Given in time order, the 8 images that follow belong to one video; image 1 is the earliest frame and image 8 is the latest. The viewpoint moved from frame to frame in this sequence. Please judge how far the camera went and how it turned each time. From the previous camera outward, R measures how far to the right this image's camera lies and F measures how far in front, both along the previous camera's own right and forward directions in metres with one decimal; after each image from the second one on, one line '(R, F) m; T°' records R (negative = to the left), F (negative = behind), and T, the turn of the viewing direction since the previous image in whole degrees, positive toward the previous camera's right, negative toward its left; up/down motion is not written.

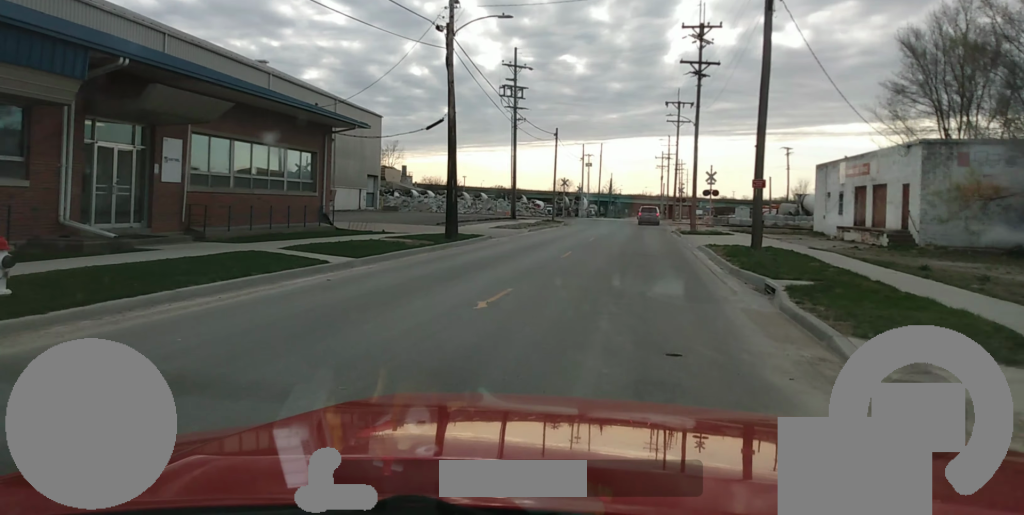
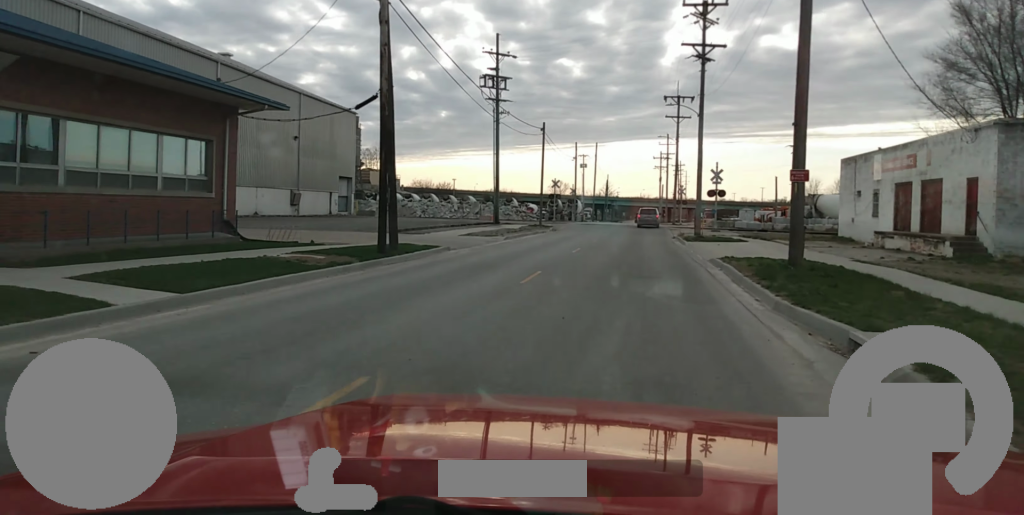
(0.0, +7.2) m; +1°
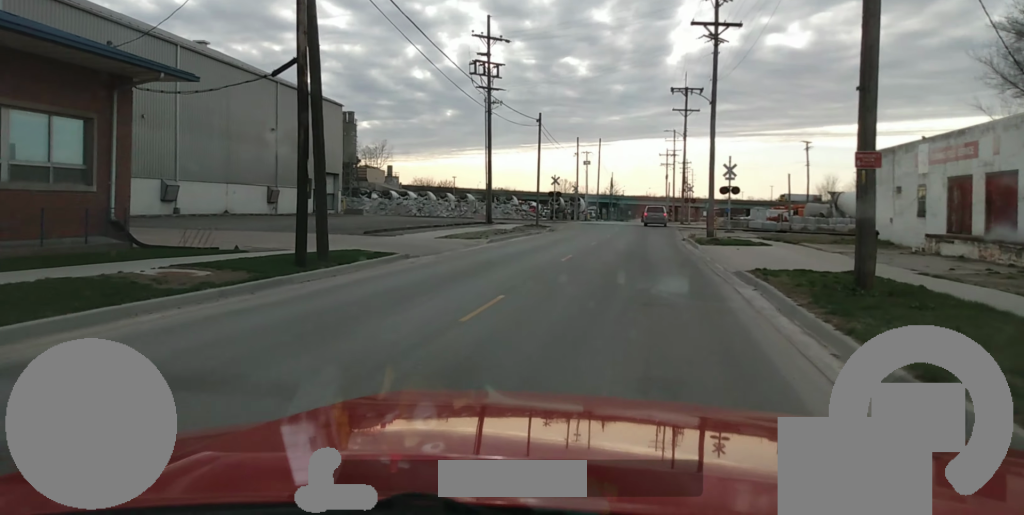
(0.0, +5.9) m; +1°
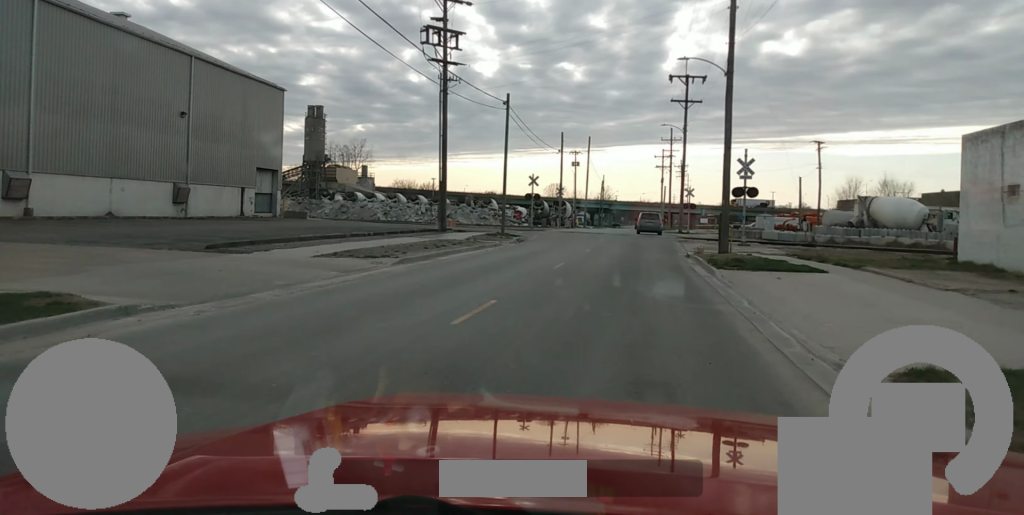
(+0.2, +12.5) m; +2°
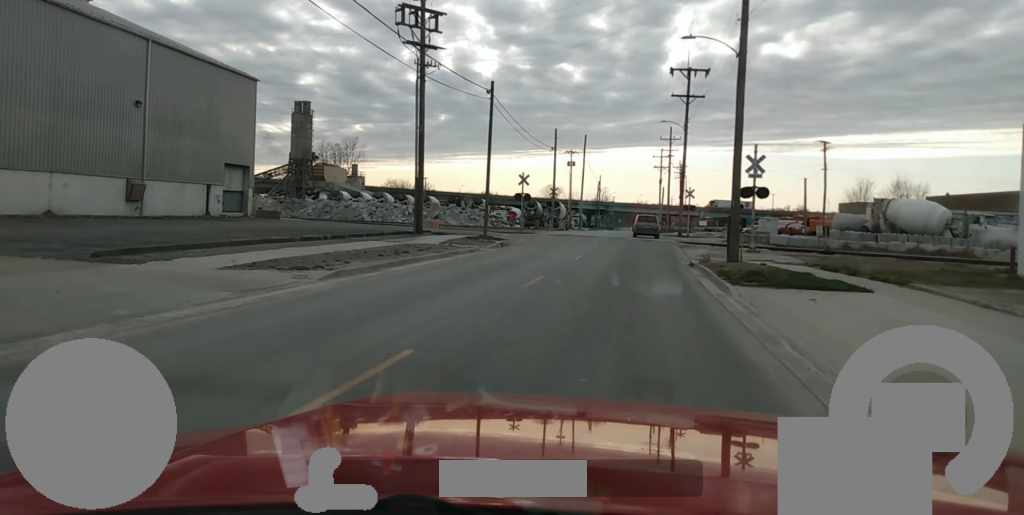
(+0.1, +4.9) m; 0°
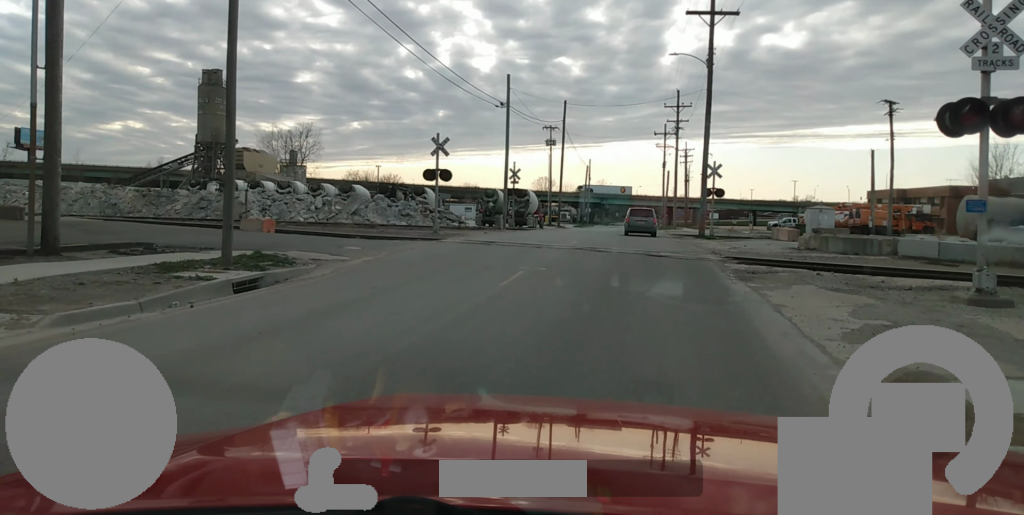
(+0.2, +27.4) m; 0°
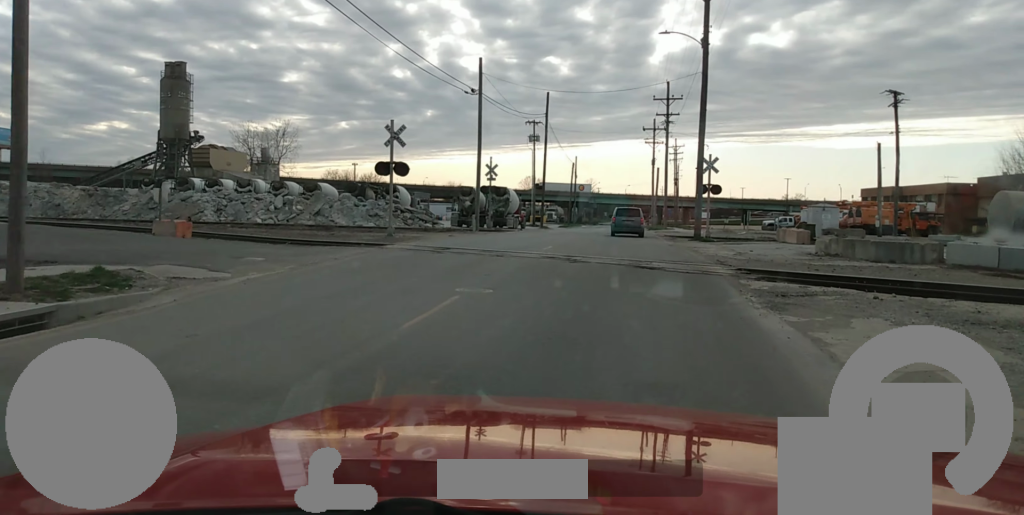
(0.0, +5.5) m; 0°
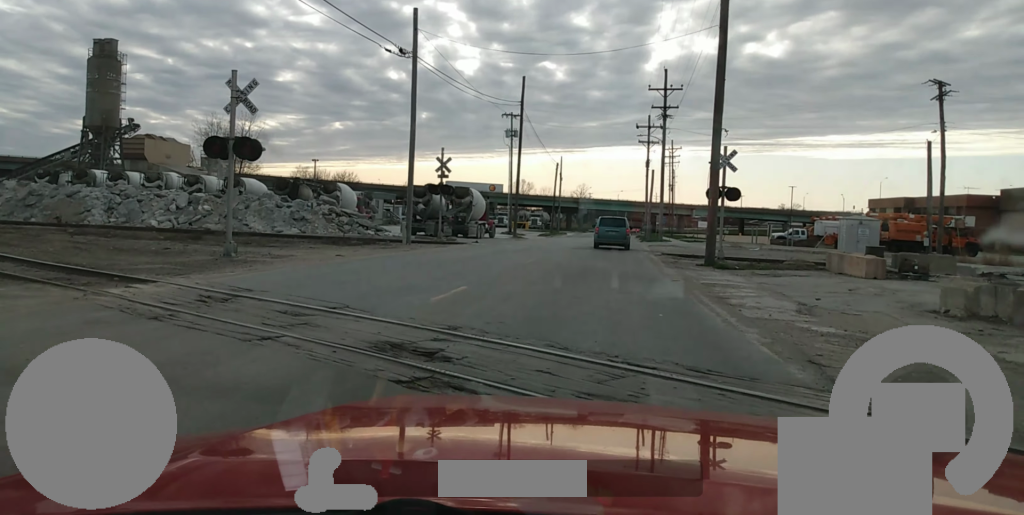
(0.0, +12.1) m; 0°
